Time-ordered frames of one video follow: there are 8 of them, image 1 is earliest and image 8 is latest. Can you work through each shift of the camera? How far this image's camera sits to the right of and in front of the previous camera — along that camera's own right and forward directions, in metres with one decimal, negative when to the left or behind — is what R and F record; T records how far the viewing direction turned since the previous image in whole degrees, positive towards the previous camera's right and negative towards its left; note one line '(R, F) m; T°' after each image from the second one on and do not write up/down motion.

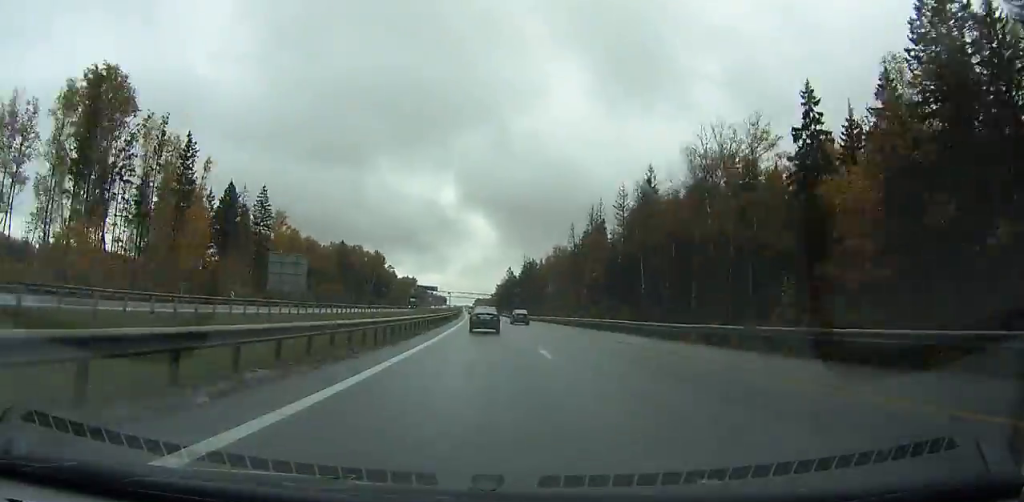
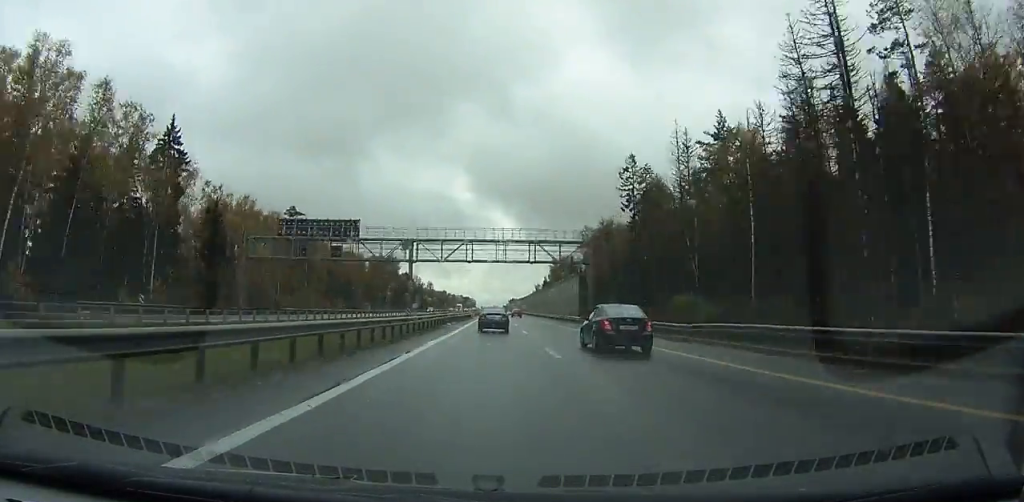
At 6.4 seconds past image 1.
(+12.8, +208.7) m; +7°
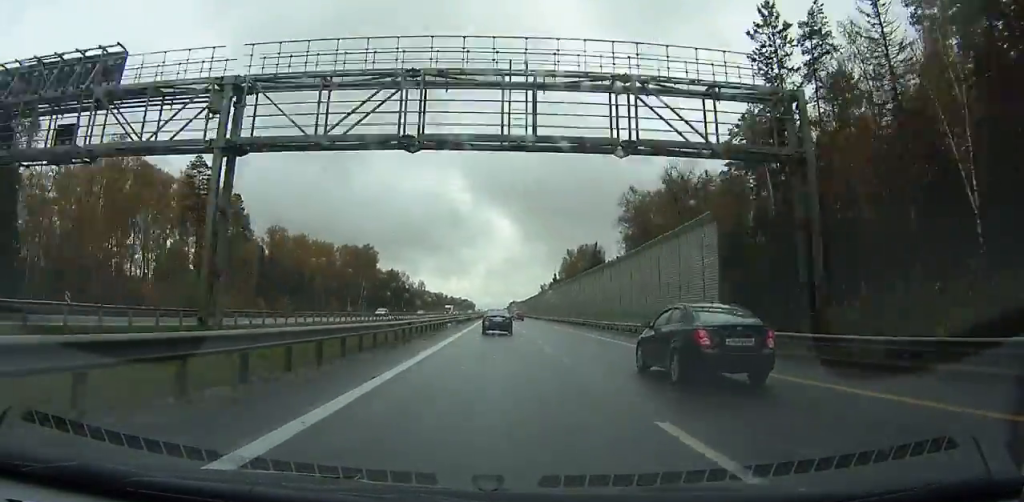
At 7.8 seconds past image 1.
(-4.1, +45.4) m; -3°
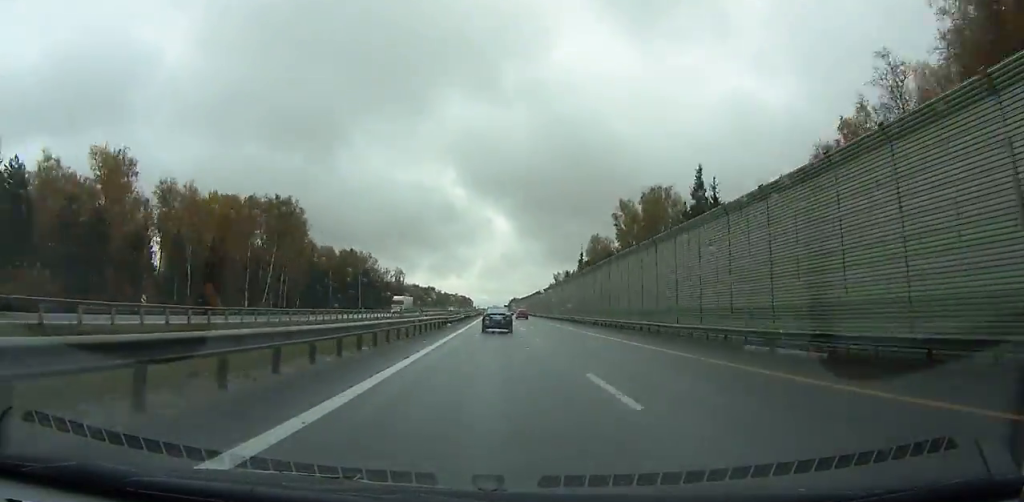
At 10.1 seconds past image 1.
(-2.5, +73.9) m; -2°
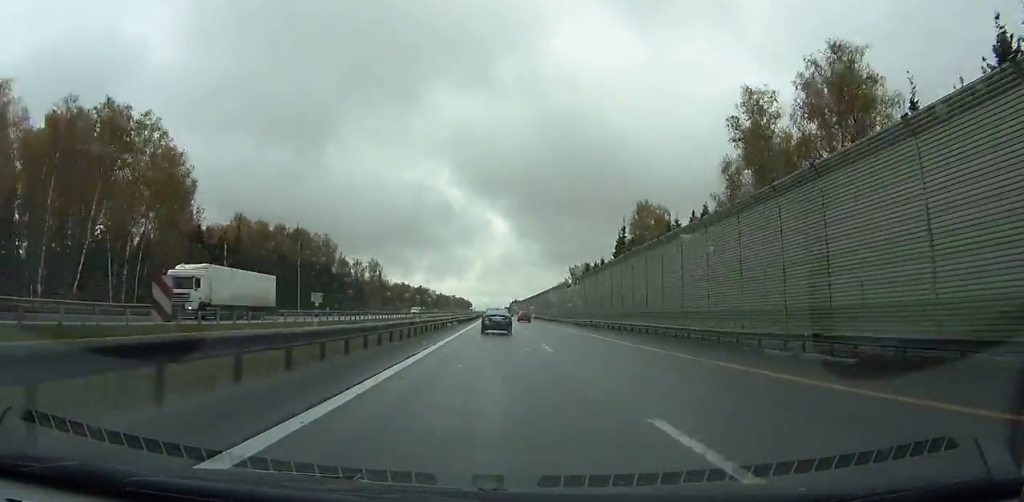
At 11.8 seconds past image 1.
(0.0, +54.2) m; 0°
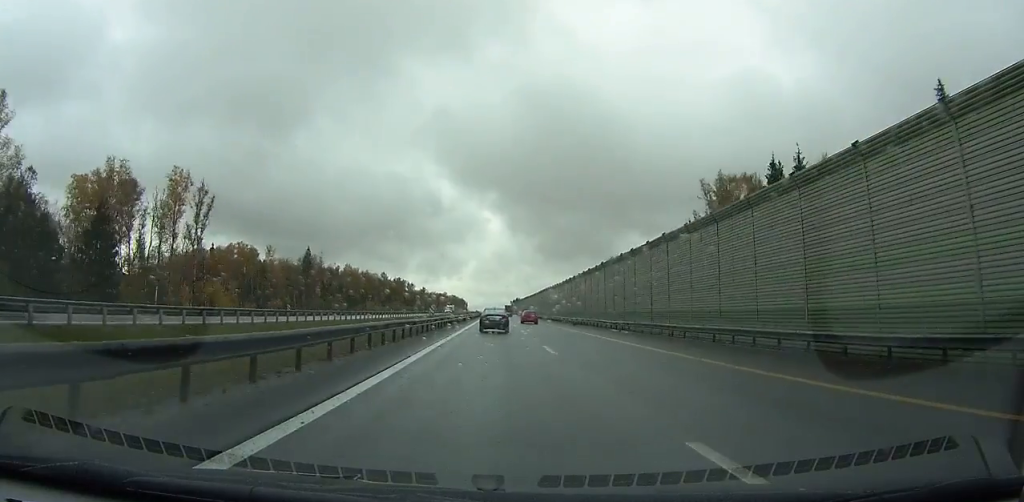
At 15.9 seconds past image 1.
(+0.4, +128.6) m; 0°
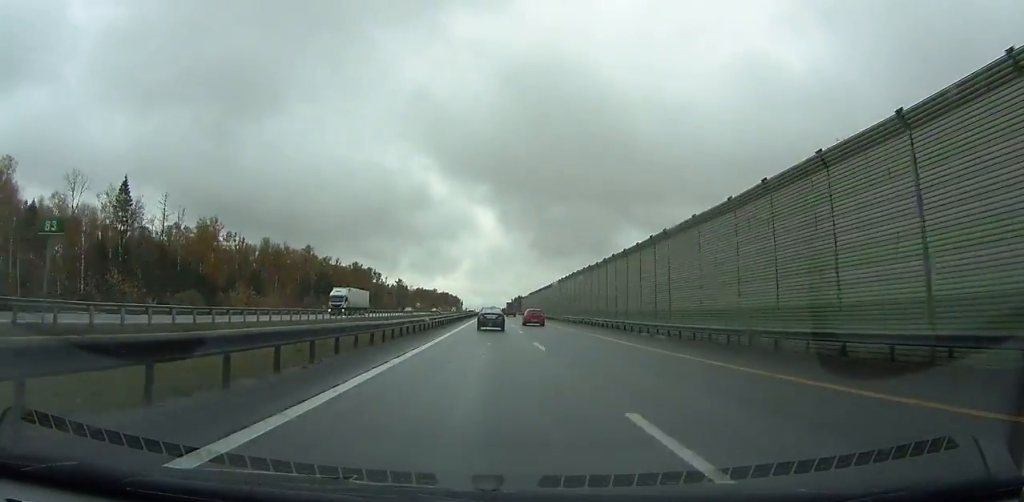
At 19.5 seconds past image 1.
(+0.1, +111.0) m; 0°
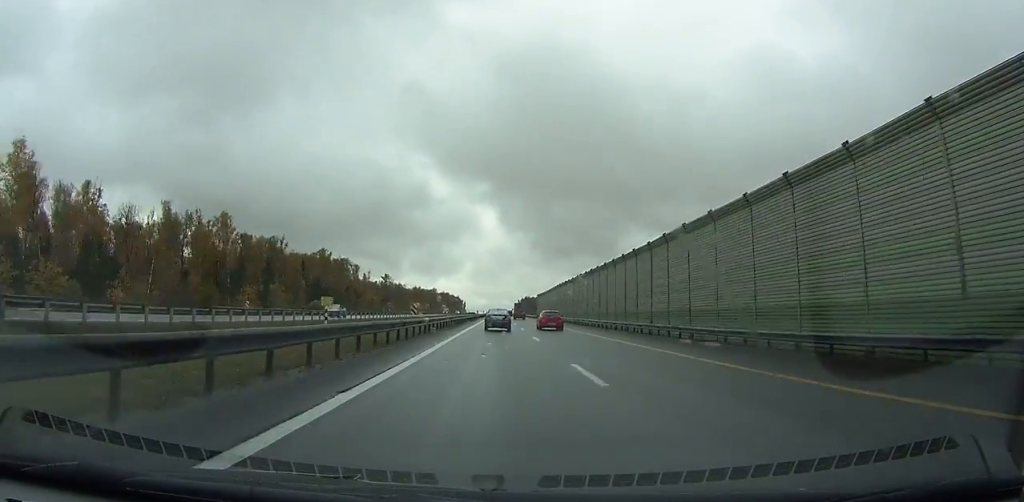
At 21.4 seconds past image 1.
(0.0, +58.1) m; 0°
